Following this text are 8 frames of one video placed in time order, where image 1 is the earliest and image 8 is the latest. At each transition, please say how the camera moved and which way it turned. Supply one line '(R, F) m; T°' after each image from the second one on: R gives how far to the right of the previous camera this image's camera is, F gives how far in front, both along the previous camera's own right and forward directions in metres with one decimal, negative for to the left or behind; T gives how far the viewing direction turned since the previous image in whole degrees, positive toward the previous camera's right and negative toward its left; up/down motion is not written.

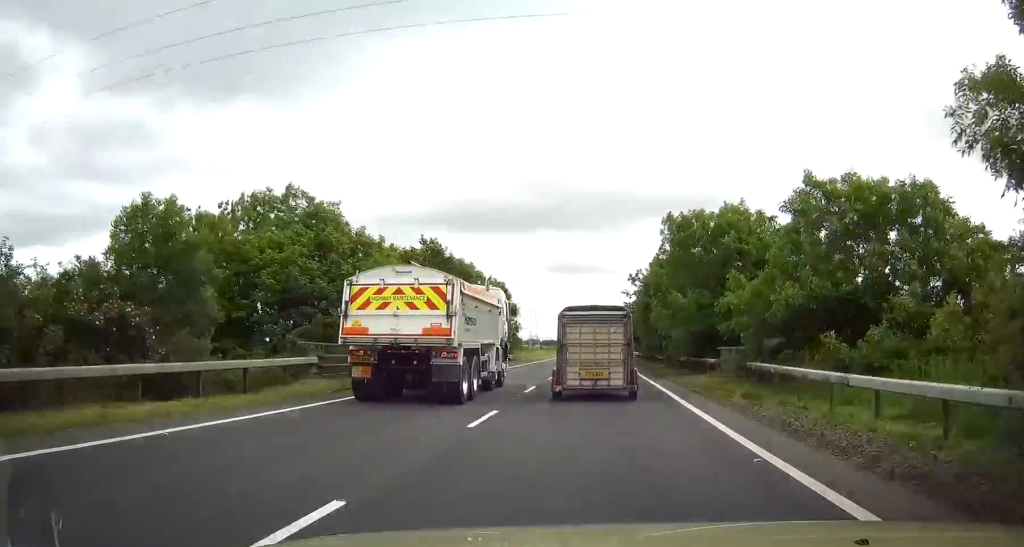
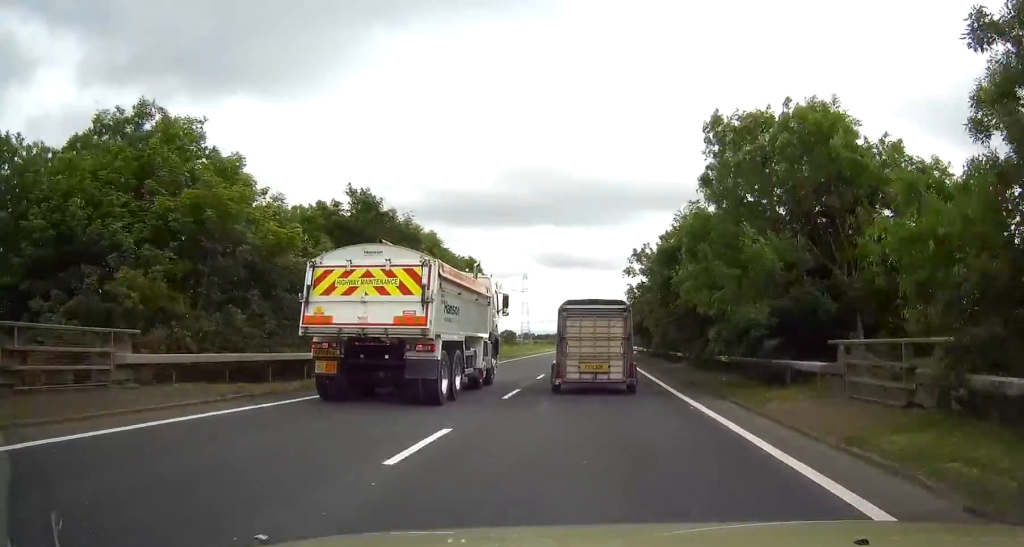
(-0.1, +13.2) m; 0°
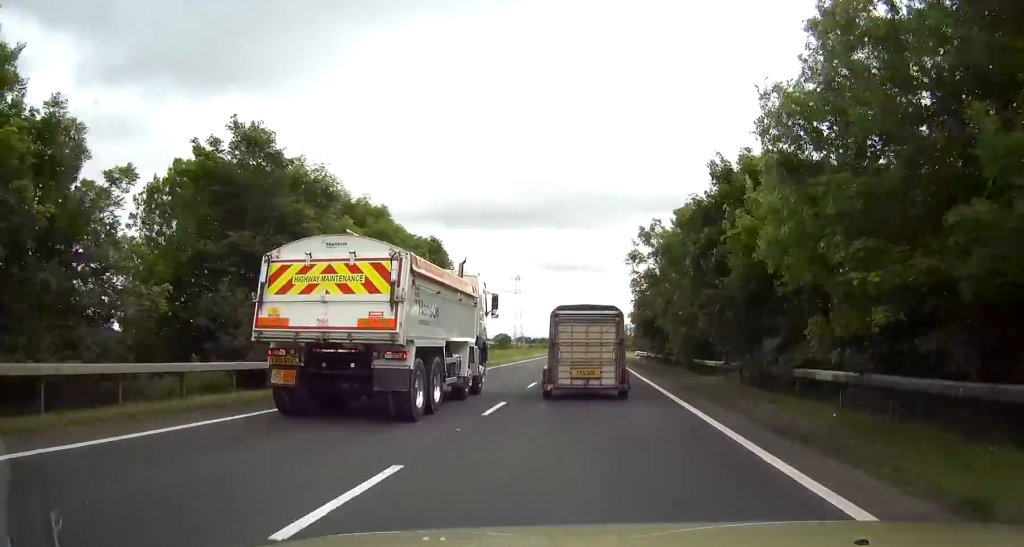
(0.0, +11.2) m; 0°
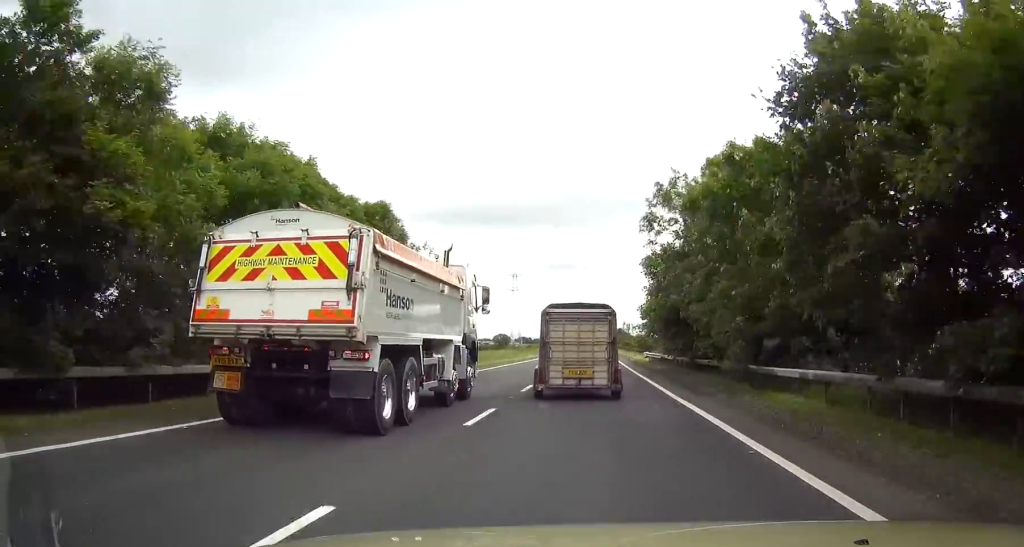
(0.0, +10.5) m; 0°
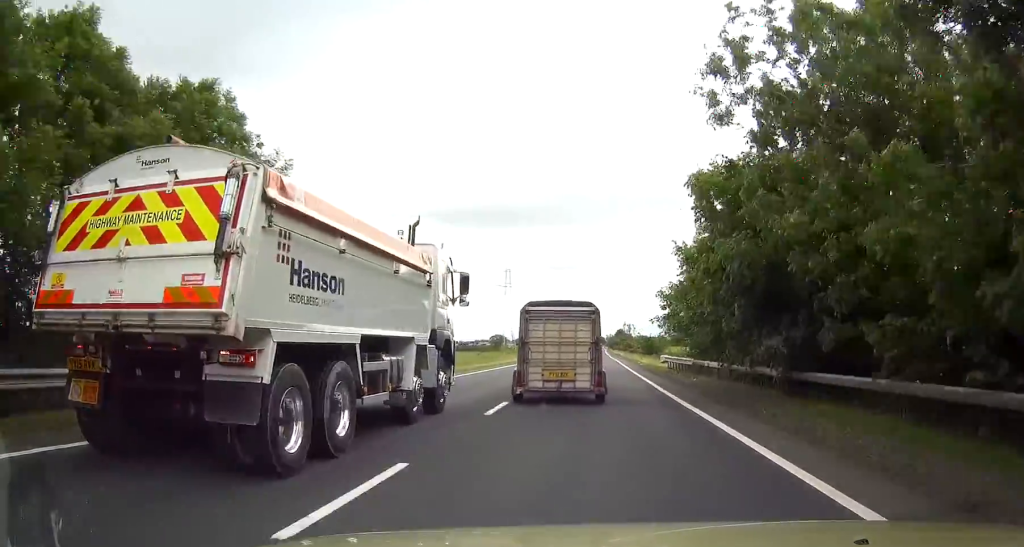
(0.0, +15.5) m; 0°
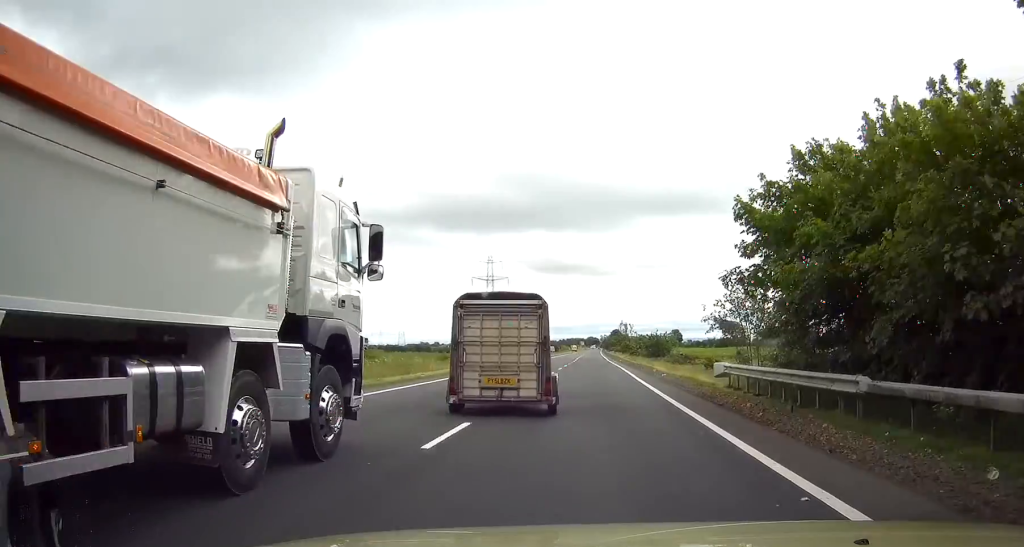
(0.0, +22.5) m; 0°
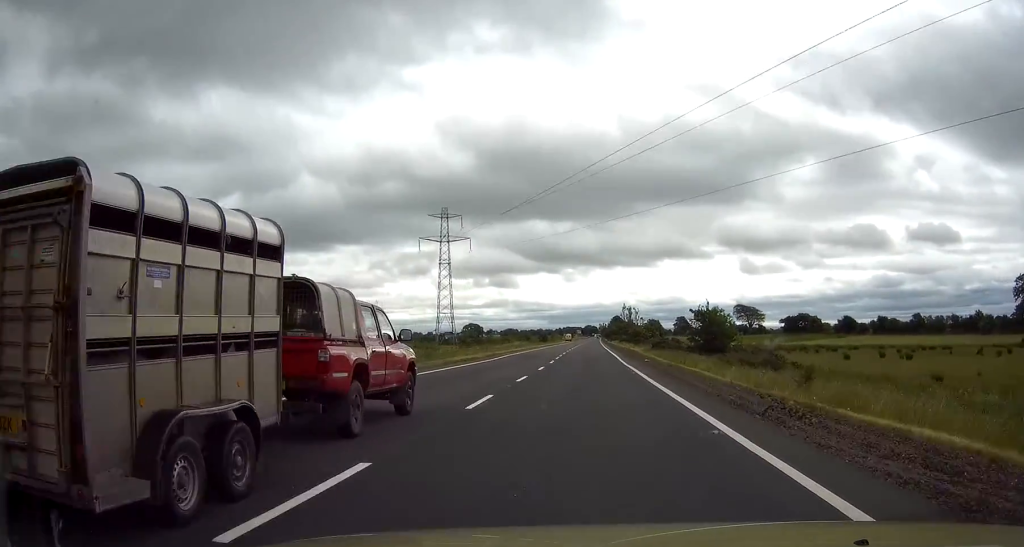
(0.0, +50.0) m; 0°
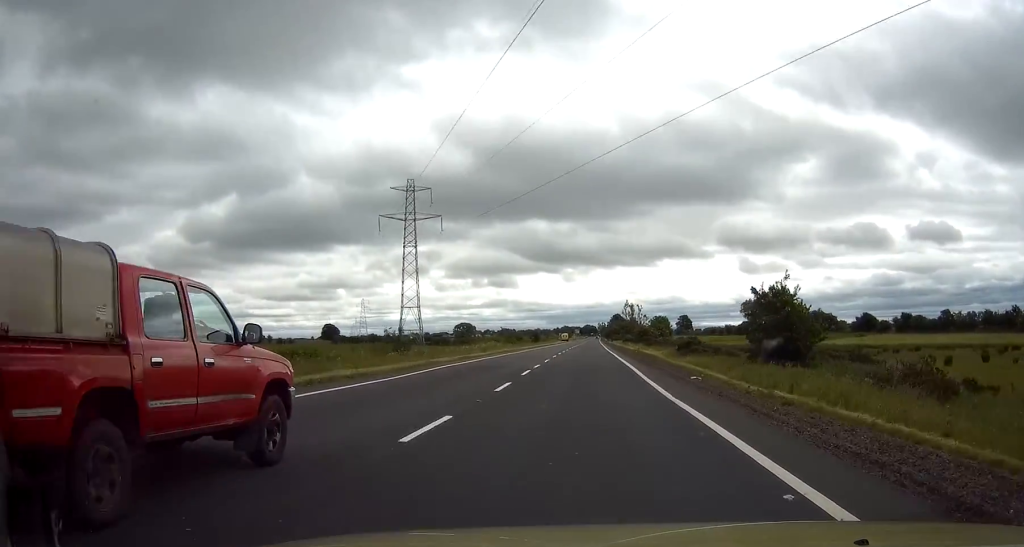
(0.0, +21.8) m; 0°
